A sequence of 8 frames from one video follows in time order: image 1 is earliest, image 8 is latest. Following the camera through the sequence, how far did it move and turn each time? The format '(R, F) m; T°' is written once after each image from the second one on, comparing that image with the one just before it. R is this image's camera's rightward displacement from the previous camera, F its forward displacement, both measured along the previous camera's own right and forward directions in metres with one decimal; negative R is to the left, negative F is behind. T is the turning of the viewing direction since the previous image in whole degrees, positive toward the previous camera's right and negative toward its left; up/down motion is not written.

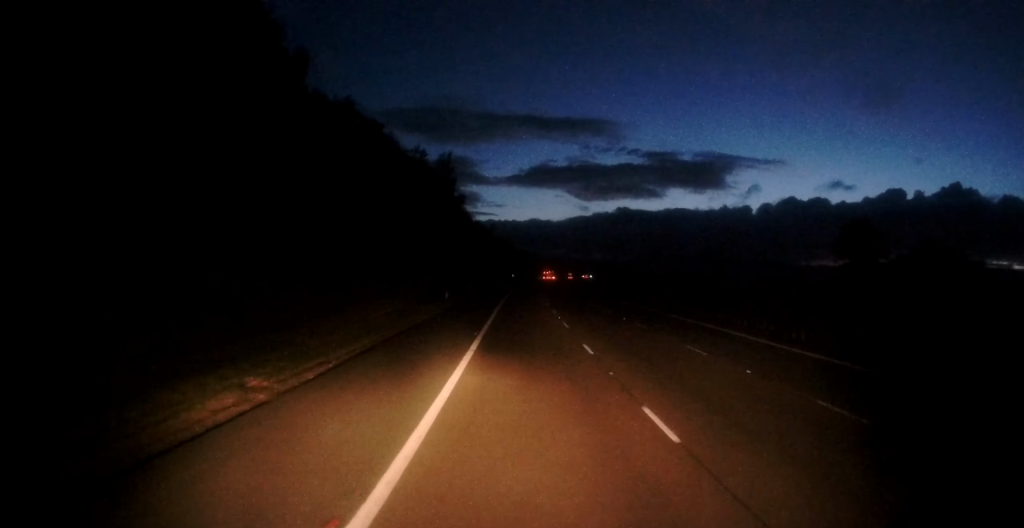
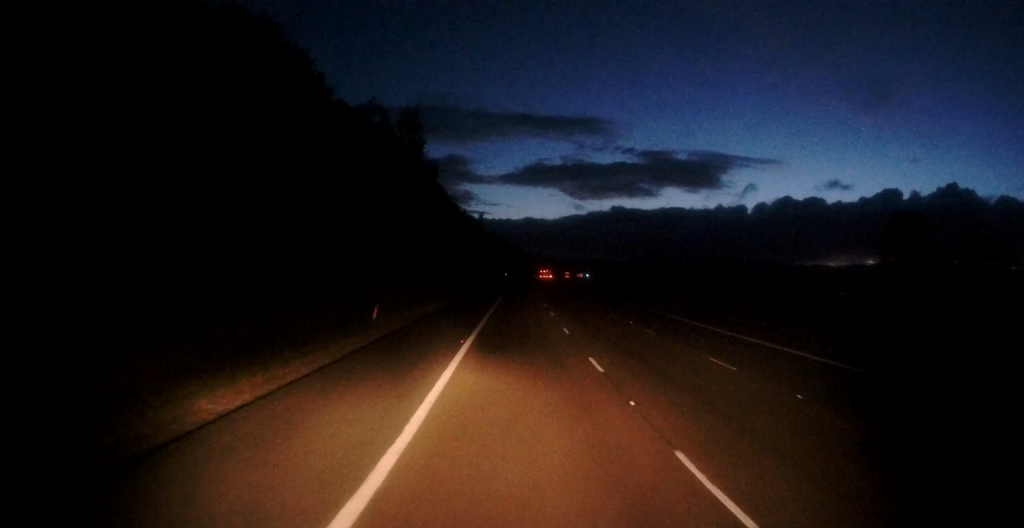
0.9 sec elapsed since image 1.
(+0.6, +21.4) m; +1°
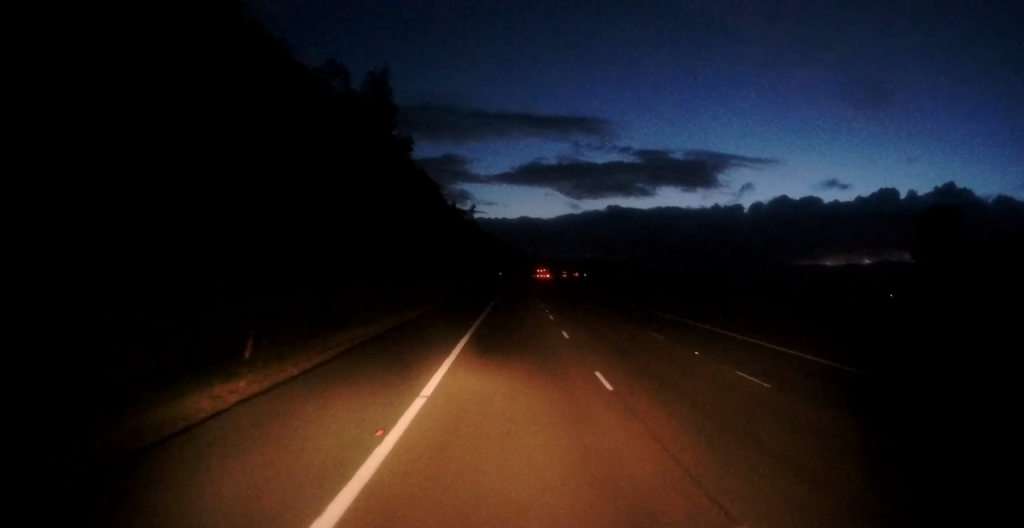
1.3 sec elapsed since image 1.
(-0.1, +11.6) m; 0°
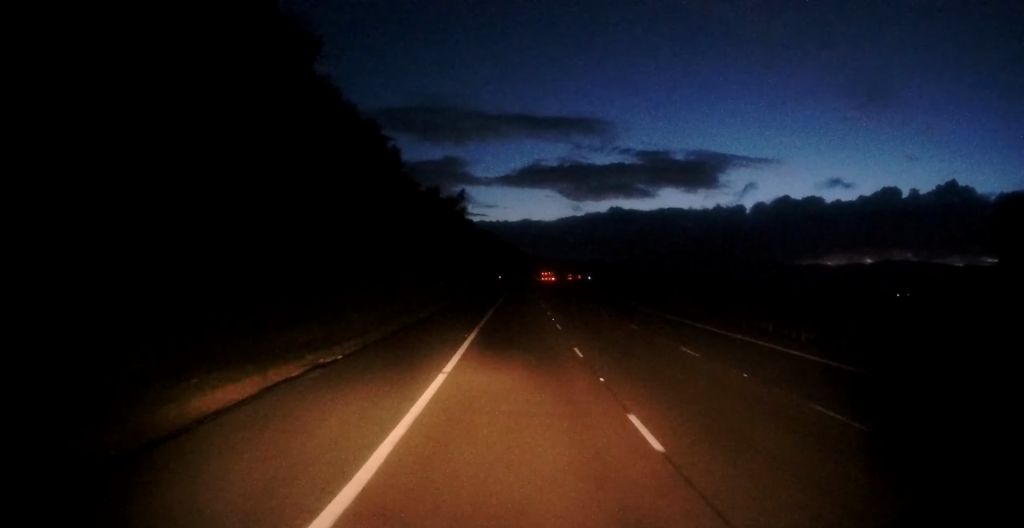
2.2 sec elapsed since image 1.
(-0.2, +22.5) m; 0°
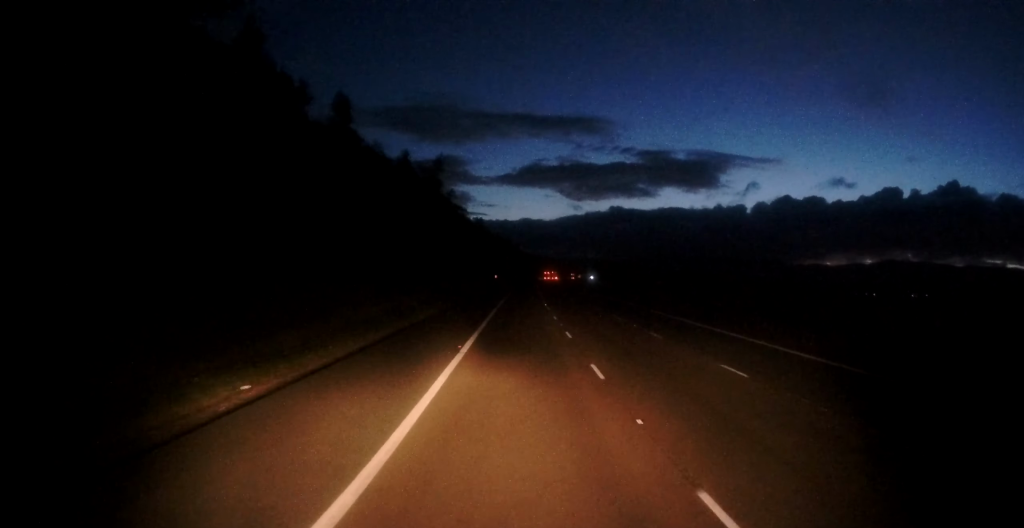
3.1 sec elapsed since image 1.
(+0.1, +22.4) m; +1°
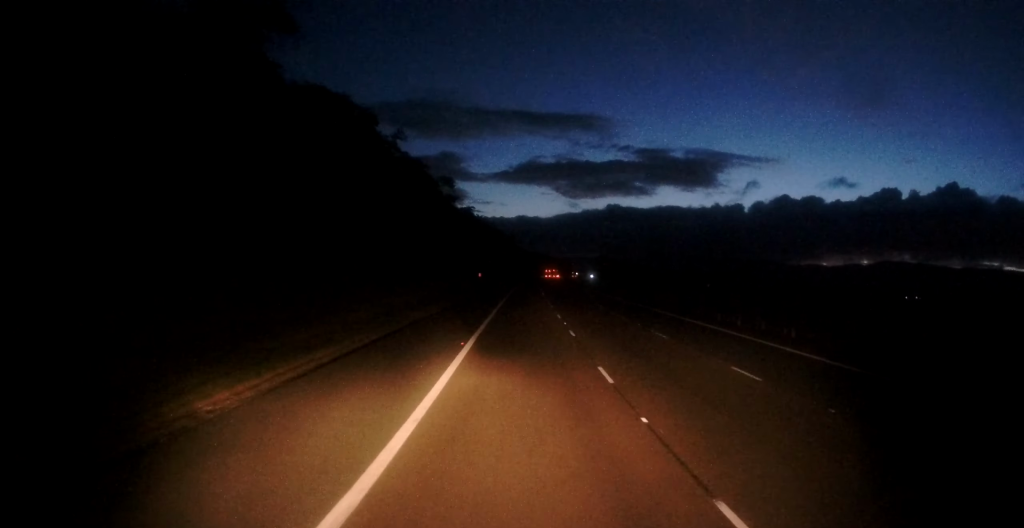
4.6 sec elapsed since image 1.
(+0.4, +37.3) m; +1°
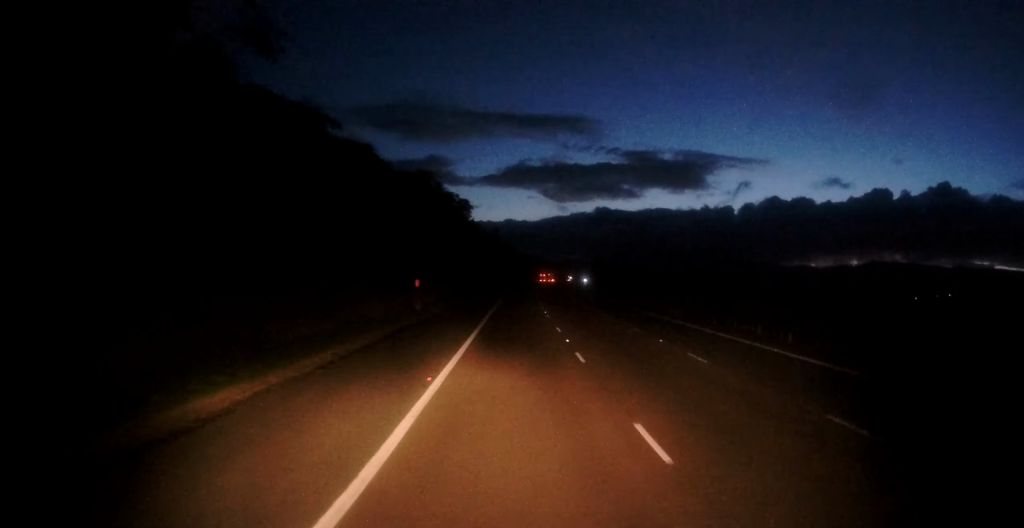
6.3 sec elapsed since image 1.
(+0.2, +42.3) m; +1°
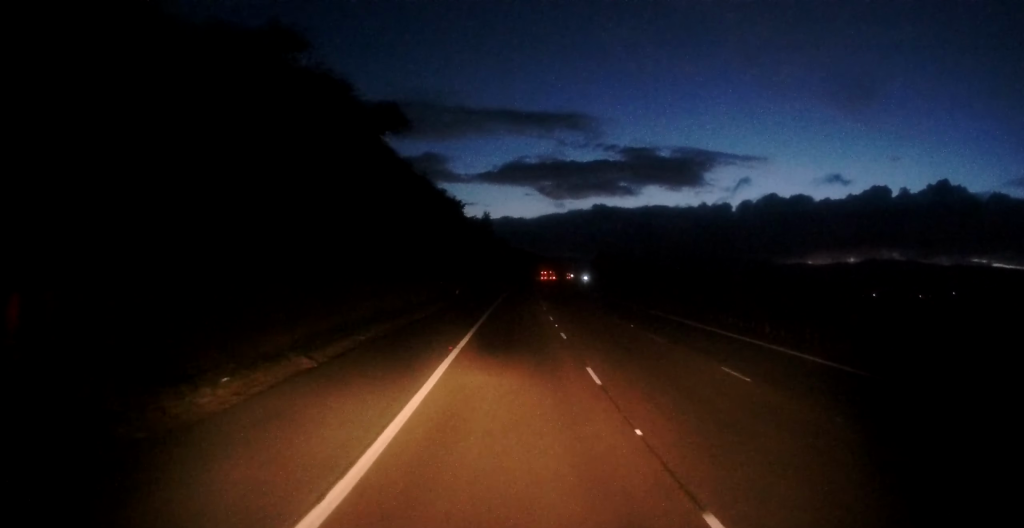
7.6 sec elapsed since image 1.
(+0.3, +31.5) m; +1°
